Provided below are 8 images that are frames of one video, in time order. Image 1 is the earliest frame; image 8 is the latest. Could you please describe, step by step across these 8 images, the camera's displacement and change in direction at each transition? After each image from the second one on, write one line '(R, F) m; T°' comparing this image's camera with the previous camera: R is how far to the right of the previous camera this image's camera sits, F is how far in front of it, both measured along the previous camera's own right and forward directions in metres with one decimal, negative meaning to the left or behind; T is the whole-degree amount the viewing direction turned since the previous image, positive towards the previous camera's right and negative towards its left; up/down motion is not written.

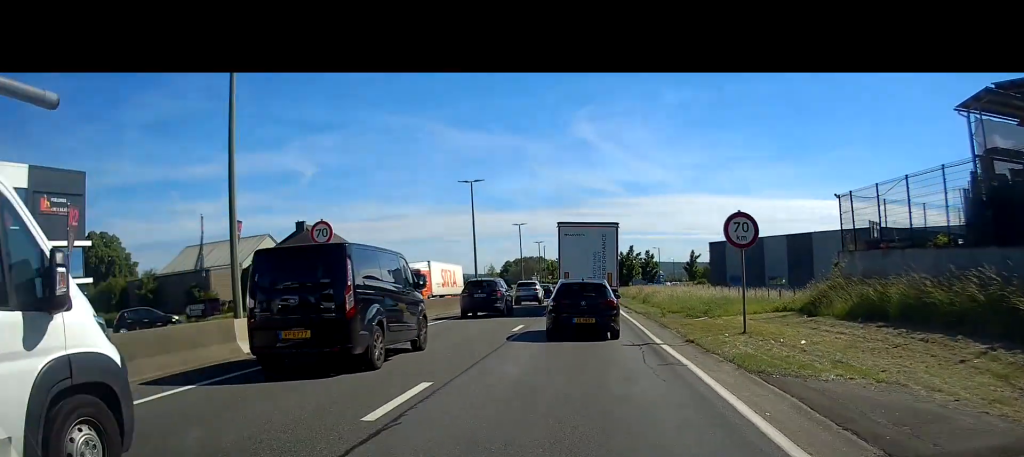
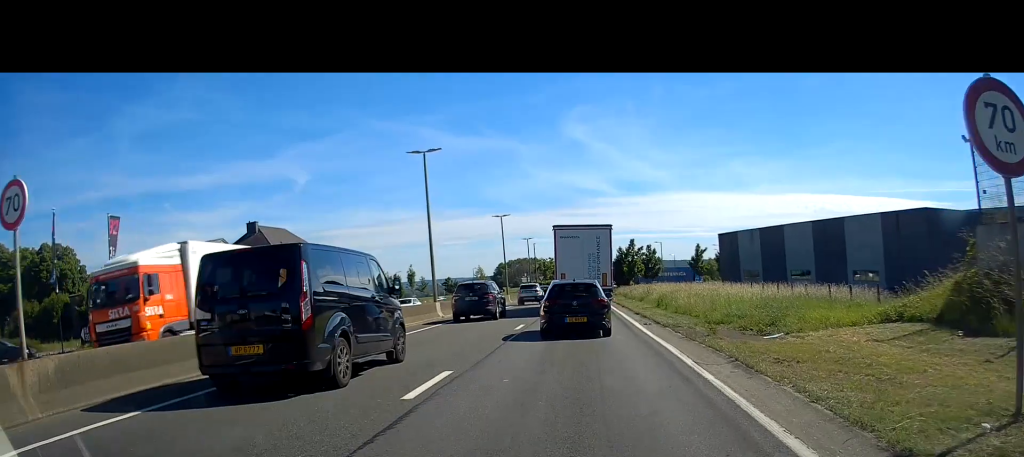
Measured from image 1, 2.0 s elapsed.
(-0.3, +11.6) m; -2°
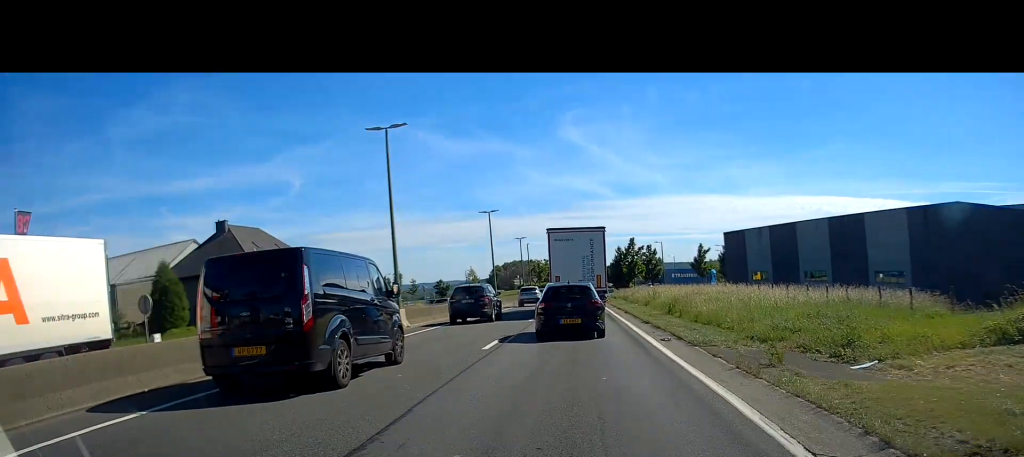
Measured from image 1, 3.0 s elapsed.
(0.0, +6.0) m; +1°
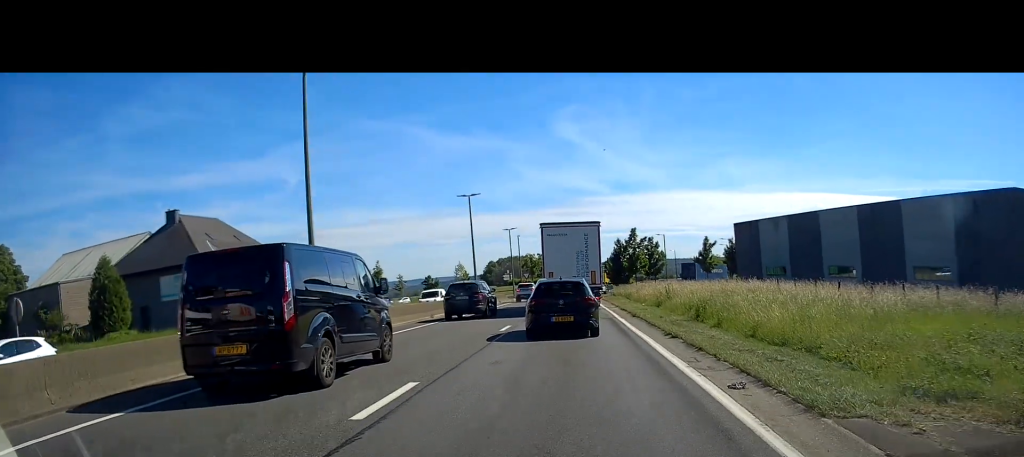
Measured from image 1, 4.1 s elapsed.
(+0.1, +7.6) m; 0°
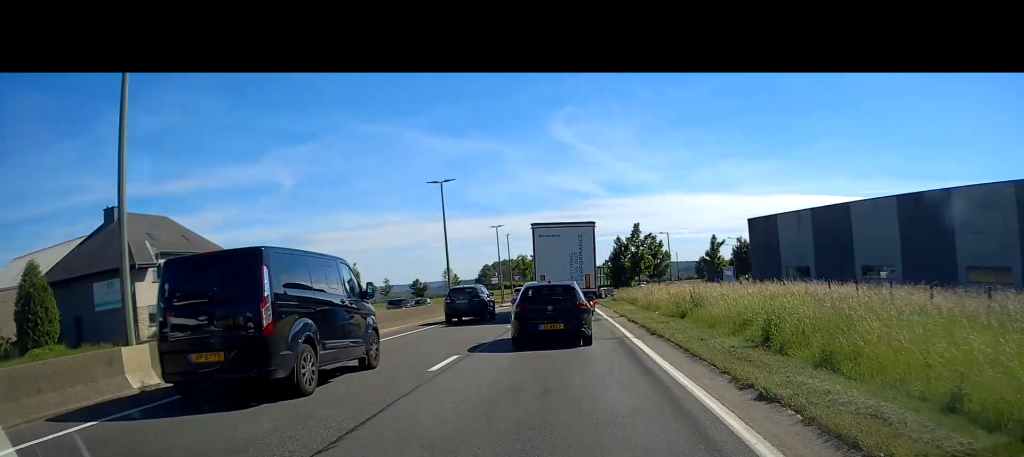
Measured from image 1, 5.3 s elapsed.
(-0.1, +7.6) m; 0°
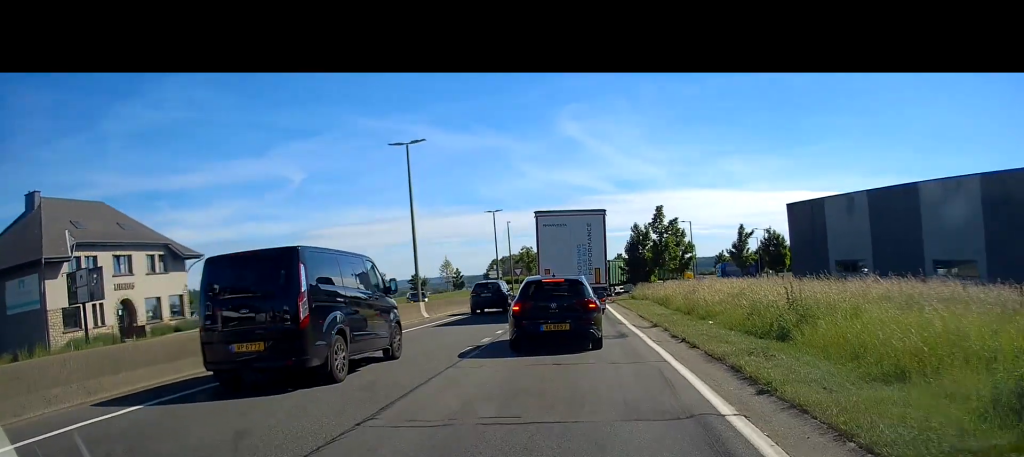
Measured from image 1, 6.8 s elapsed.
(+0.2, +9.2) m; 0°
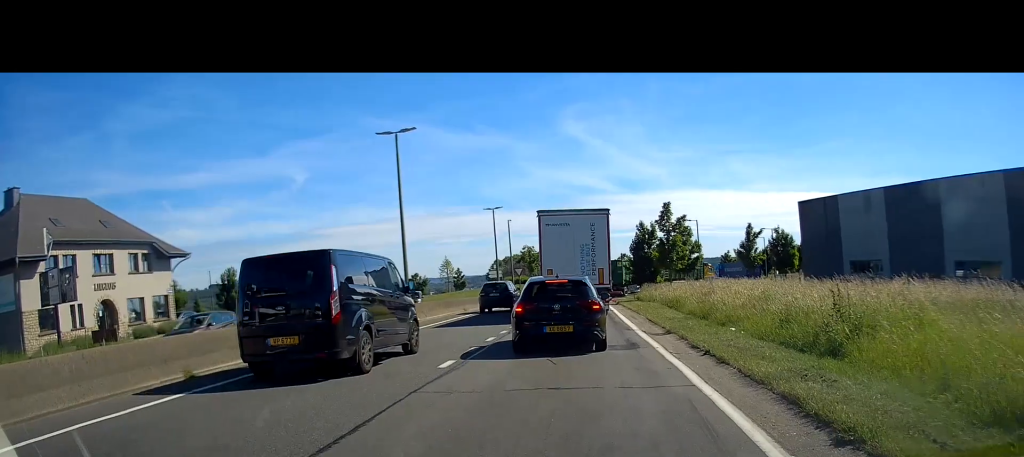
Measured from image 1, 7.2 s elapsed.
(-0.1, +2.5) m; -1°
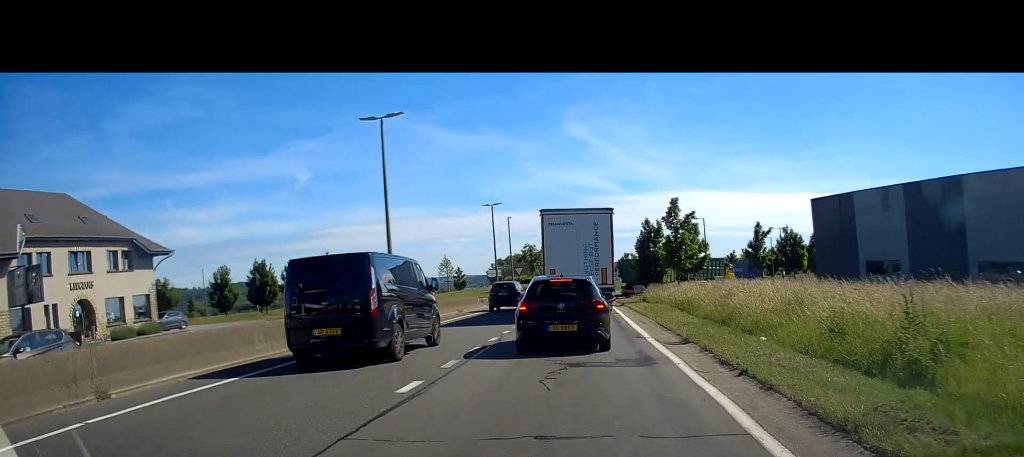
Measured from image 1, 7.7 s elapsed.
(0.0, +2.8) m; -1°
